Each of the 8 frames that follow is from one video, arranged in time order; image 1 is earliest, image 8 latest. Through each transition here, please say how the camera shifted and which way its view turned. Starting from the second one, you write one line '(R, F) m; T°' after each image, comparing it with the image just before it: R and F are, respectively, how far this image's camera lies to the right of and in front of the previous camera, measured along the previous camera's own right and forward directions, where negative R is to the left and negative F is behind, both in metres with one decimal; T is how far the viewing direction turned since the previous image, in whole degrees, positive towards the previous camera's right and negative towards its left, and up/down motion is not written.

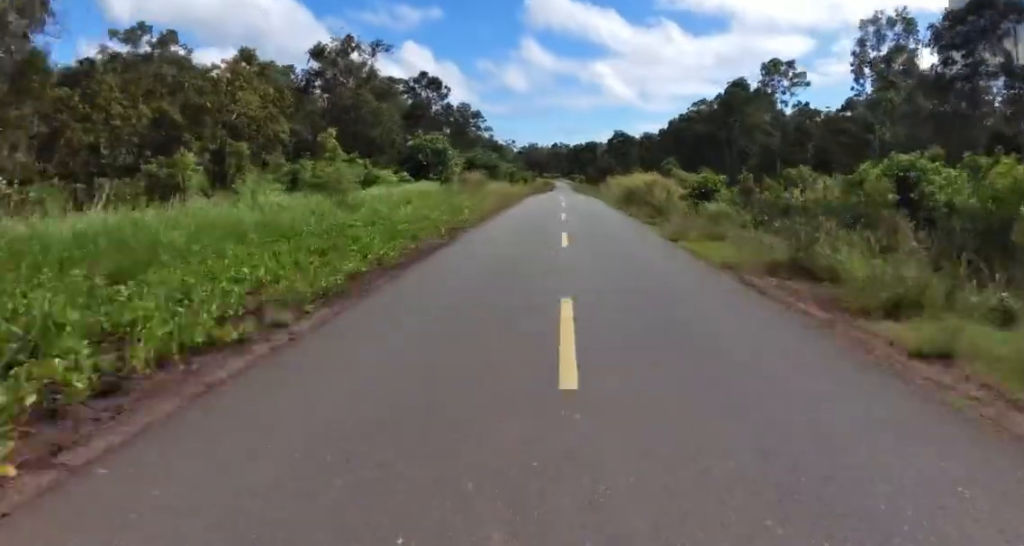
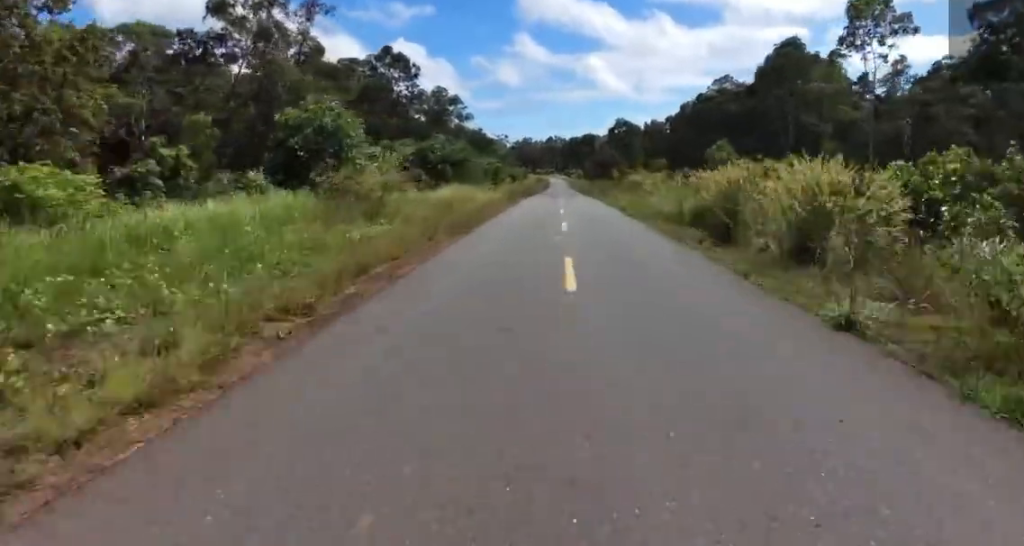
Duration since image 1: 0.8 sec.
(-0.3, +21.9) m; 0°
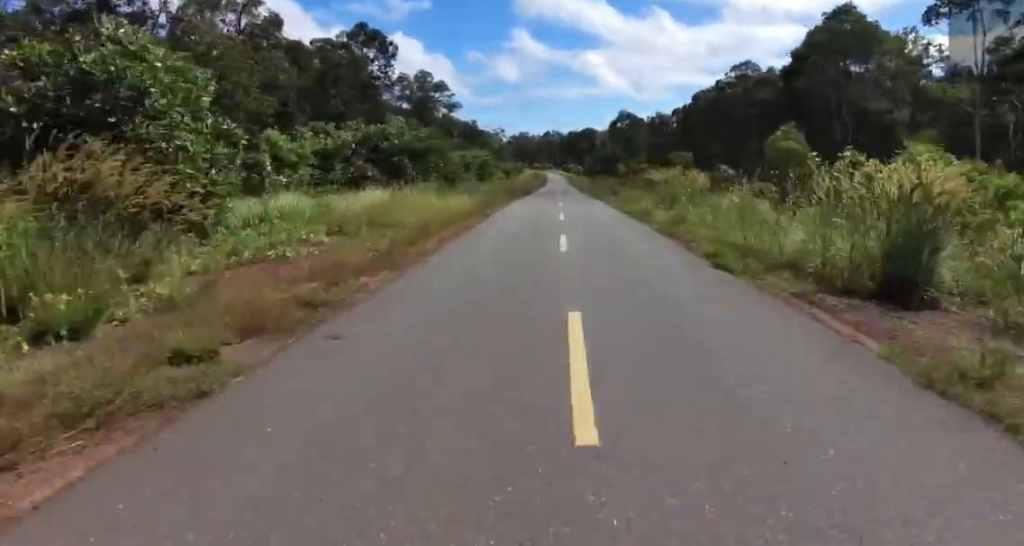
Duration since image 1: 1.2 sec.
(+0.1, +12.3) m; 0°
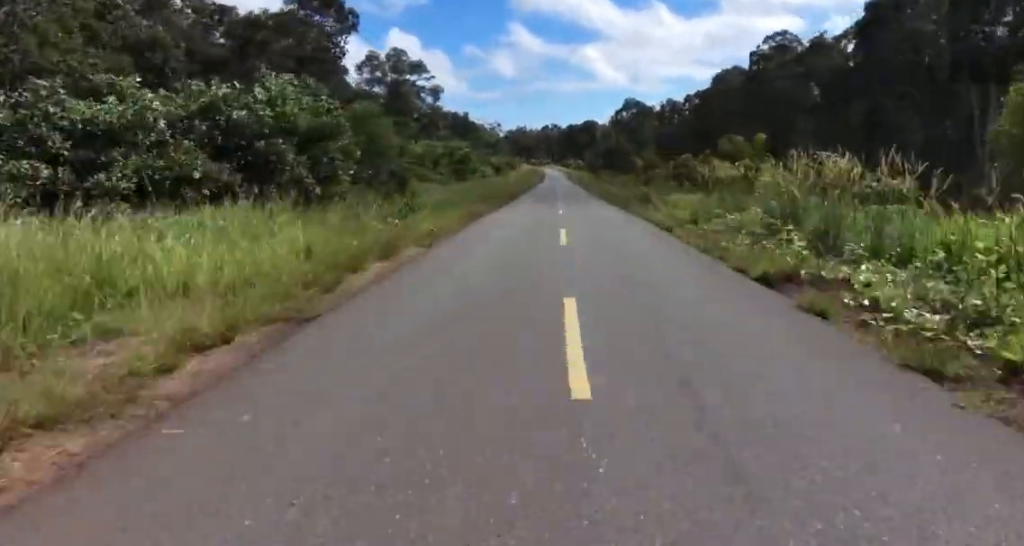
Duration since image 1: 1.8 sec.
(+0.1, +16.1) m; 0°
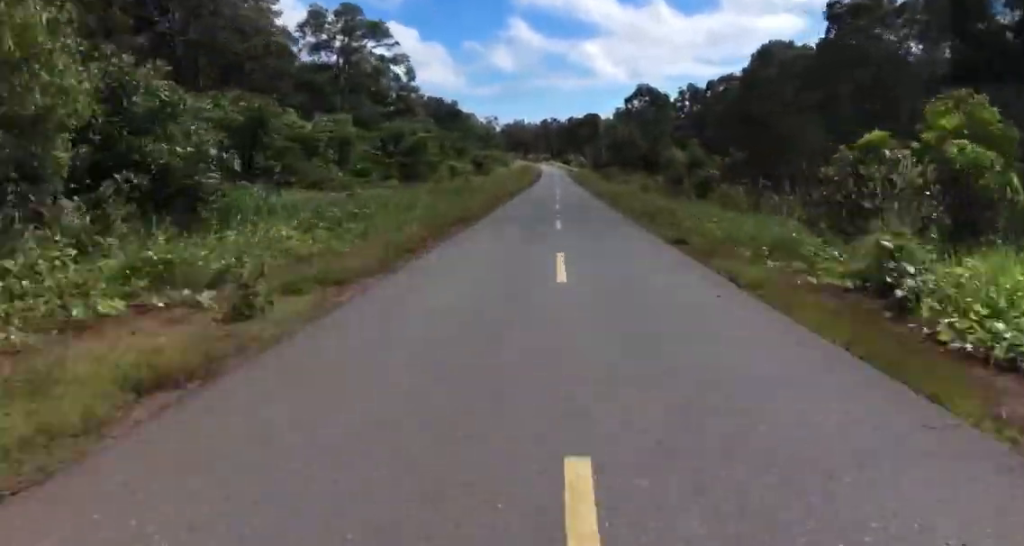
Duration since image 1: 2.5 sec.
(0.0, +19.8) m; 0°
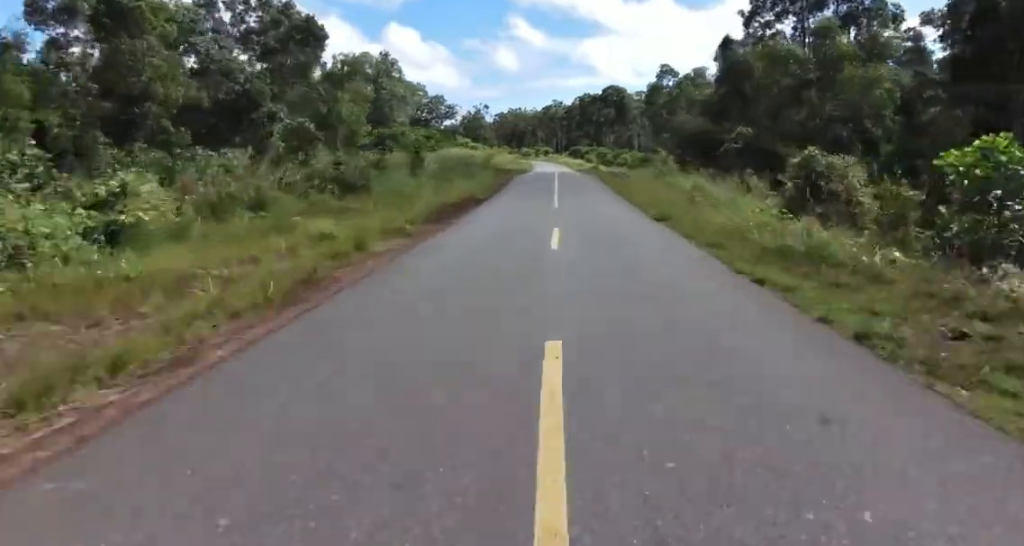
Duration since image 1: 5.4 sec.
(+0.7, +79.9) m; -1°
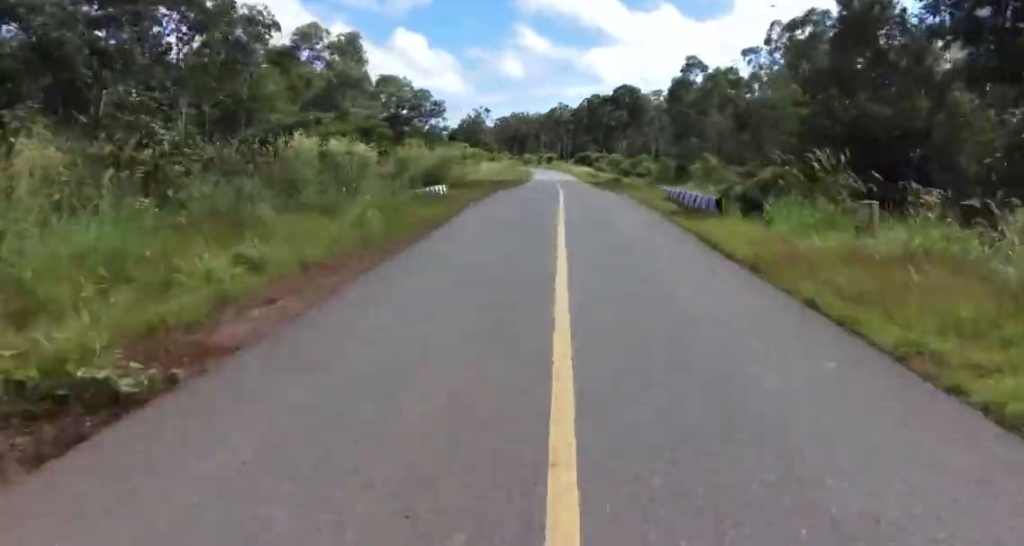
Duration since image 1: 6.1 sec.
(0.0, +19.3) m; 0°
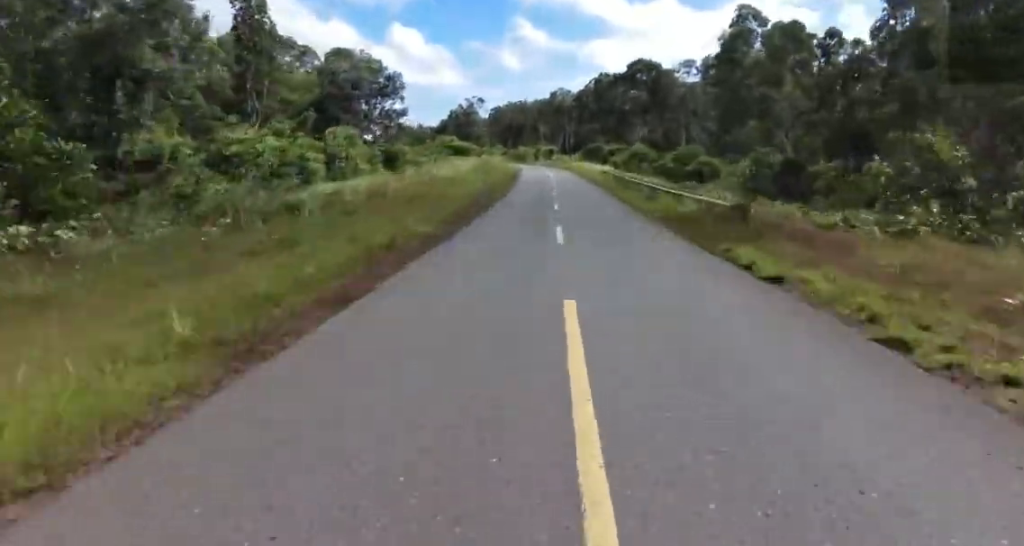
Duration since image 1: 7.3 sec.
(0.0, +28.0) m; +1°
